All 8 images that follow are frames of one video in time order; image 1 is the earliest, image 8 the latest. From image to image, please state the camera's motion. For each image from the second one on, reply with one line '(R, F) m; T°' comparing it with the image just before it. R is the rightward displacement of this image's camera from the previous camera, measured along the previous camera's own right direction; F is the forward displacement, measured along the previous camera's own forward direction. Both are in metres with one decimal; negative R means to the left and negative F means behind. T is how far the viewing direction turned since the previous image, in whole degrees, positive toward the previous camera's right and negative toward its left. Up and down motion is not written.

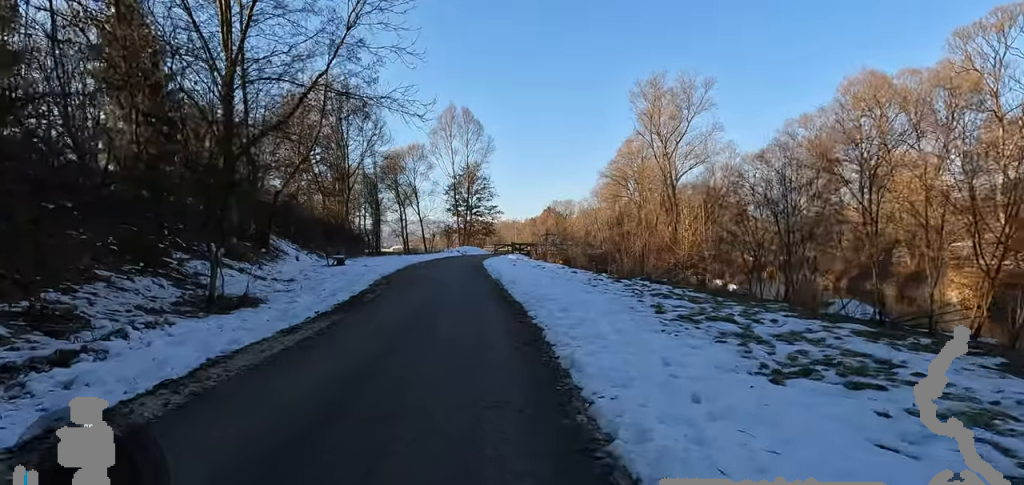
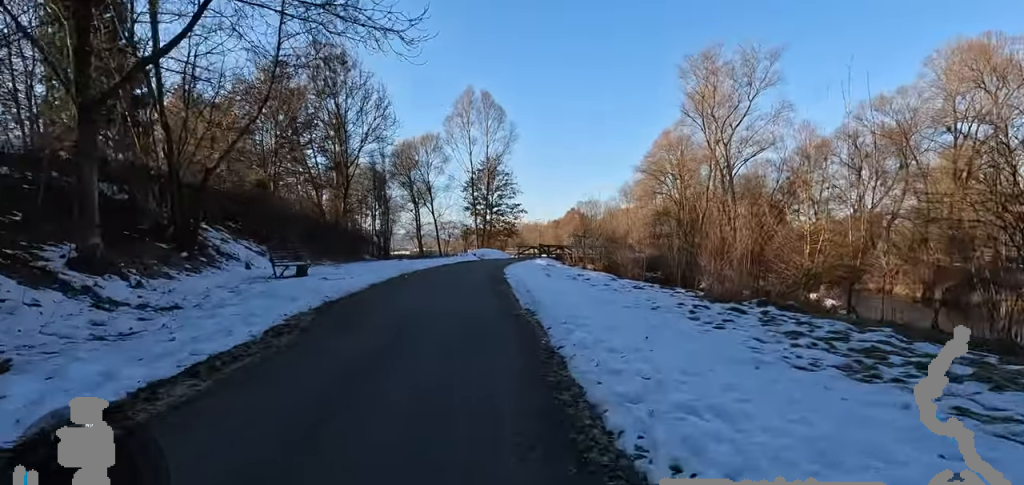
(+0.5, +7.9) m; -4°
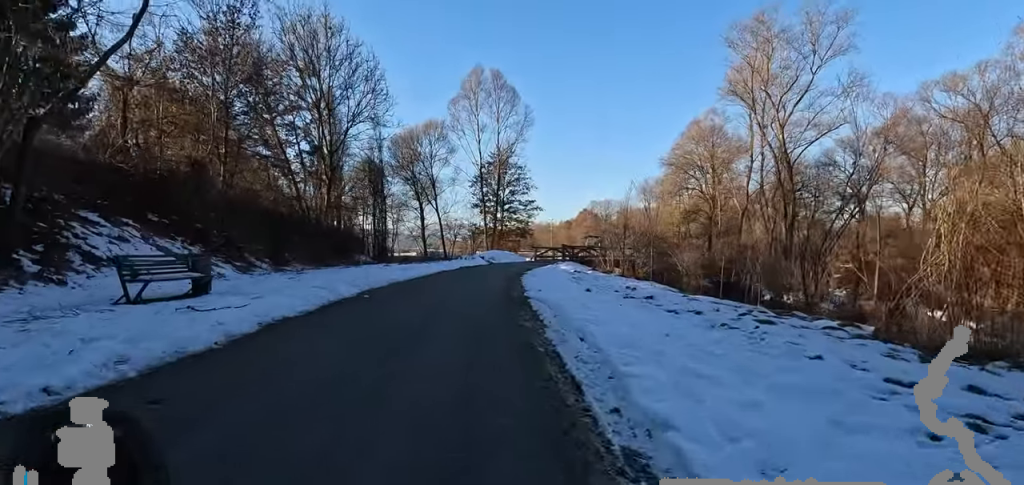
(-1.1, +6.7) m; -10°
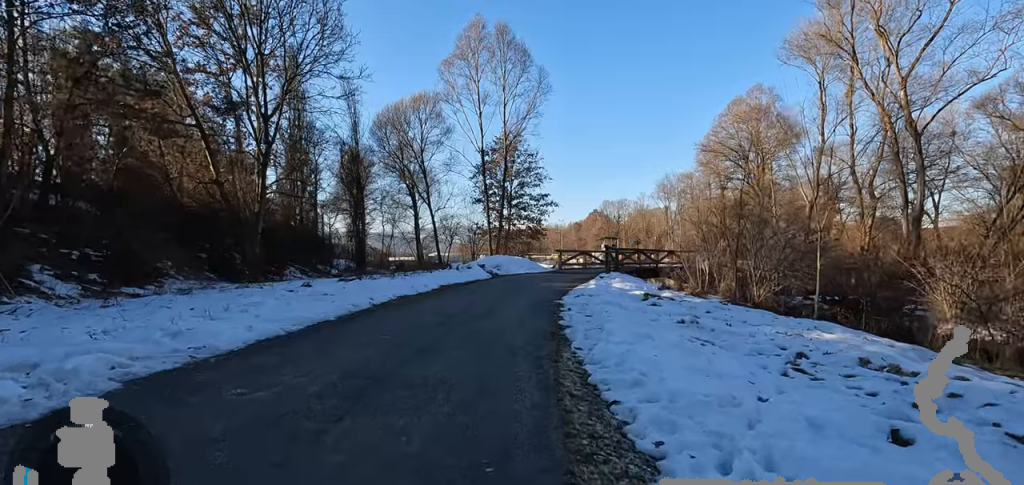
(-0.1, +11.0) m; +2°
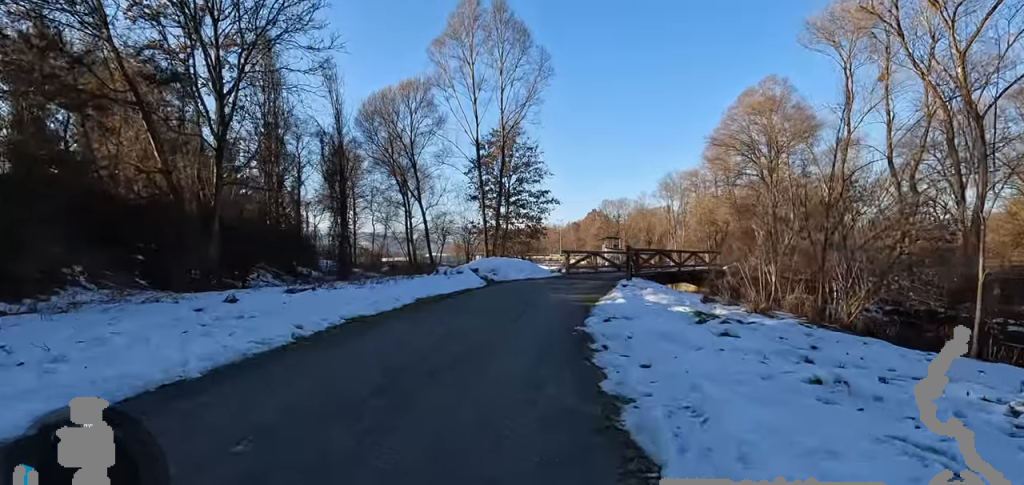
(-0.1, +3.9) m; +7°
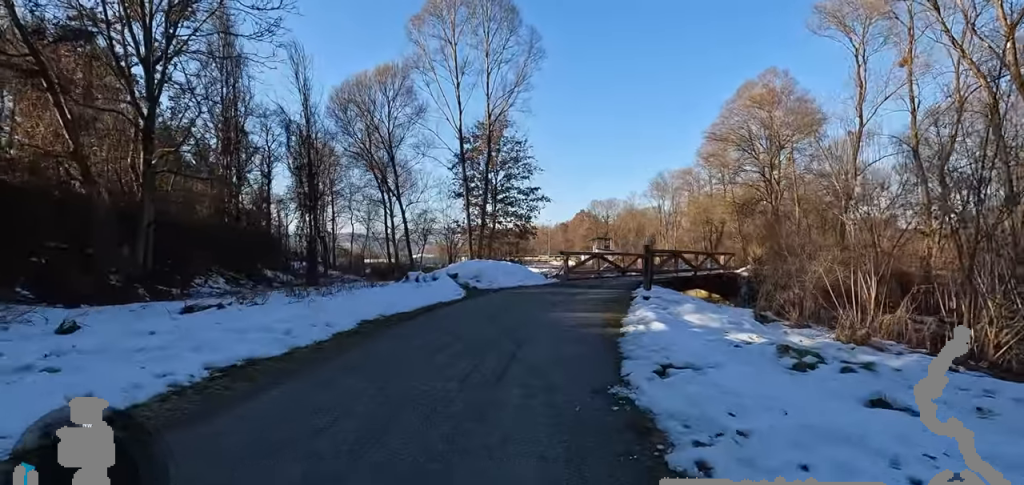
(+0.5, +3.7) m; +1°
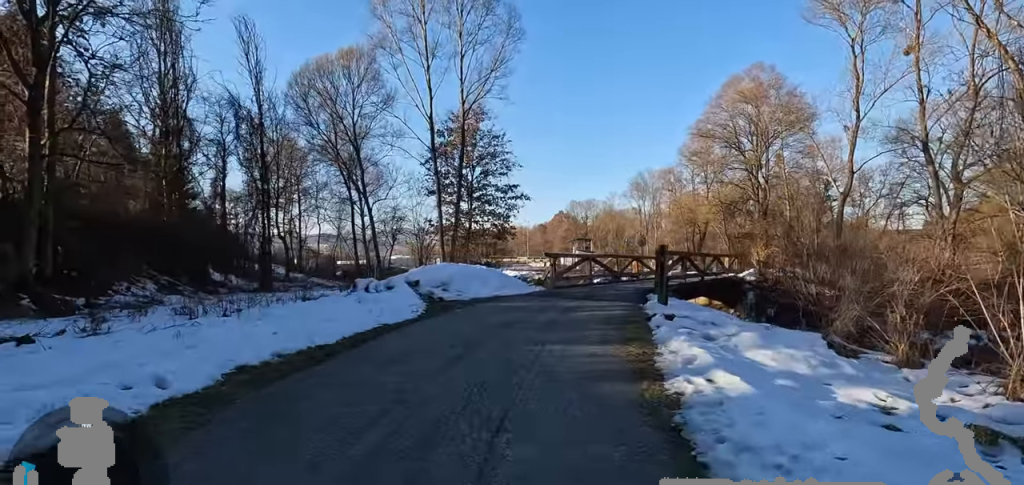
(+0.3, +3.4) m; -1°
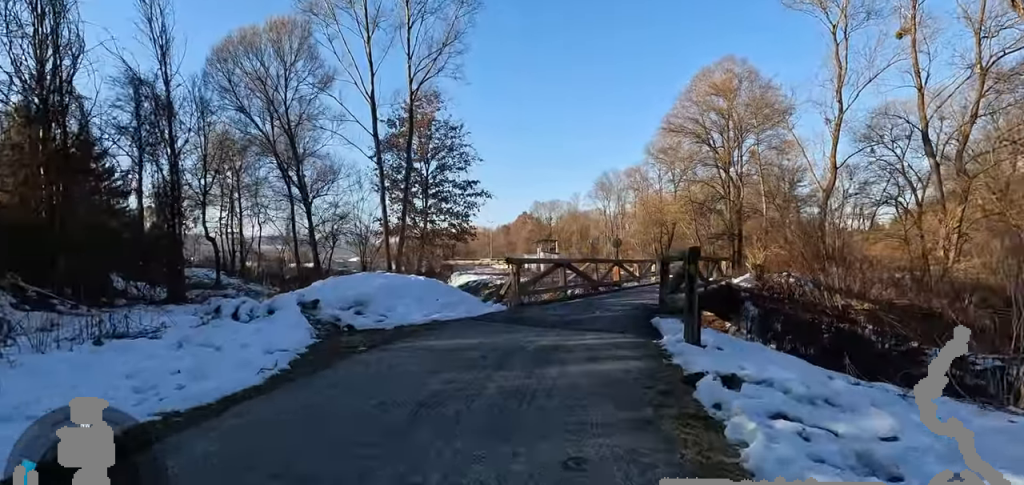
(-0.5, +4.3) m; -7°
